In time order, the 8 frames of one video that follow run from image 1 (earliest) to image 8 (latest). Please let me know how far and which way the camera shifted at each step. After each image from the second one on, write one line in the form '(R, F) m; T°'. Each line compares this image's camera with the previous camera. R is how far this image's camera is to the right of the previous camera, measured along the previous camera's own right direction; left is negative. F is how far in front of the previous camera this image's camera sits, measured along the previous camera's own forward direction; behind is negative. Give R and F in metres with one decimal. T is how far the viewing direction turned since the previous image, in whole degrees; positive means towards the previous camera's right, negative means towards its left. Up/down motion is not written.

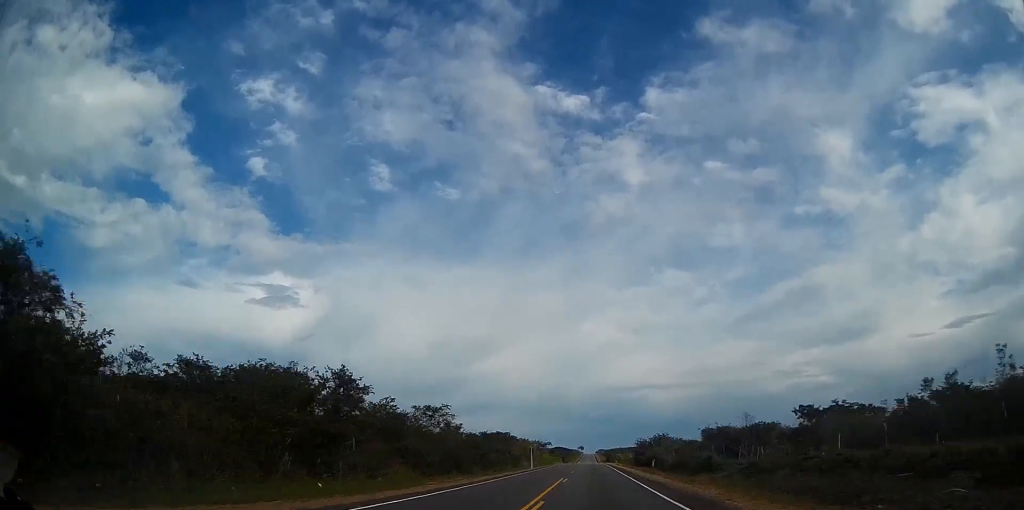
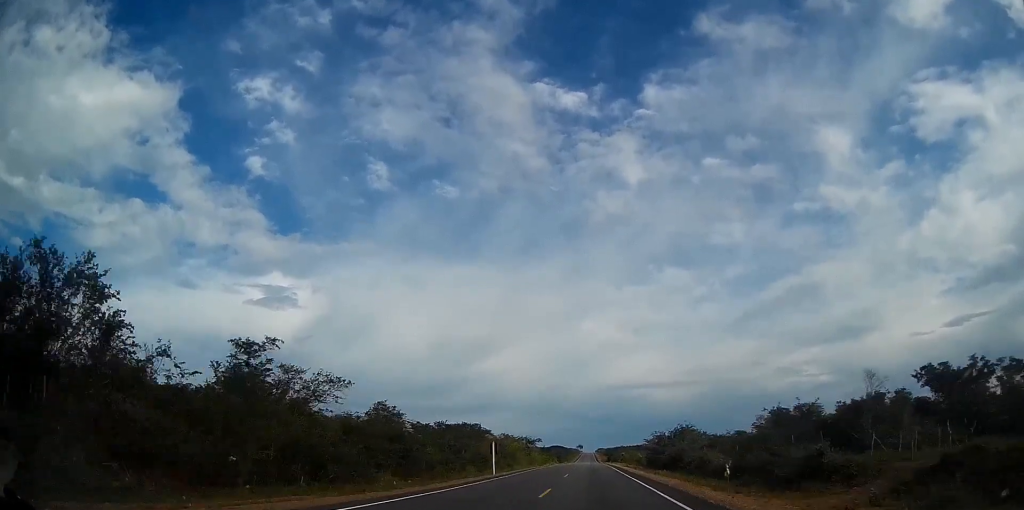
(-0.1, +26.7) m; 0°
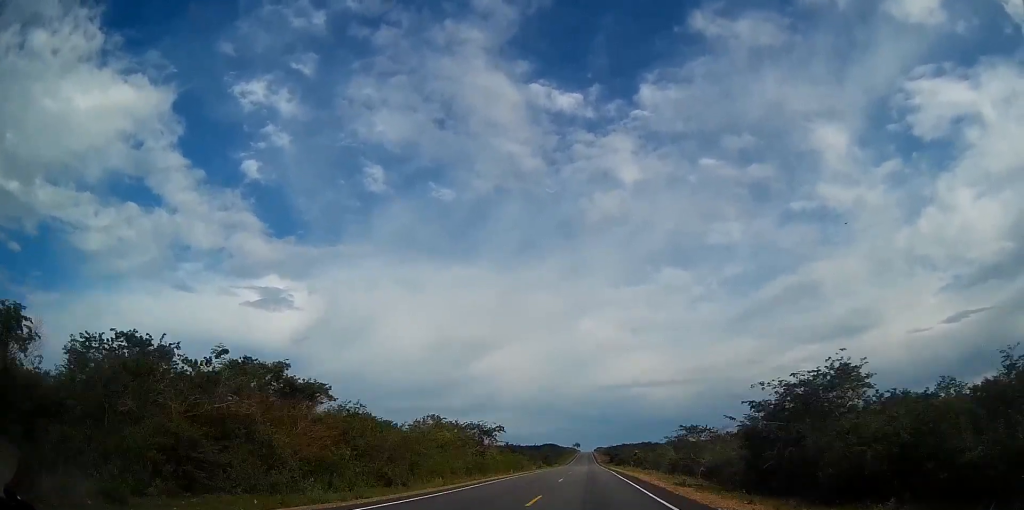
(+0.1, +48.5) m; 0°
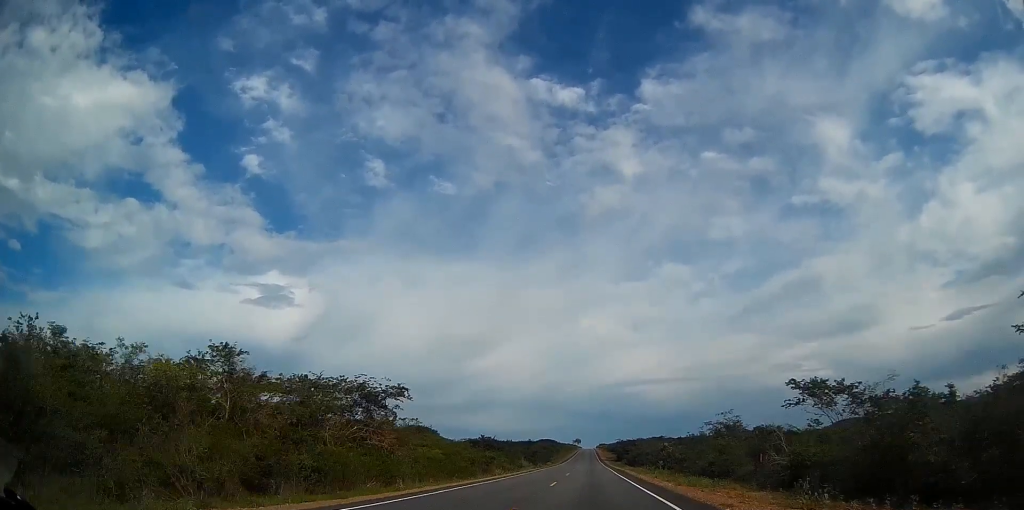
(+0.1, +38.7) m; 0°
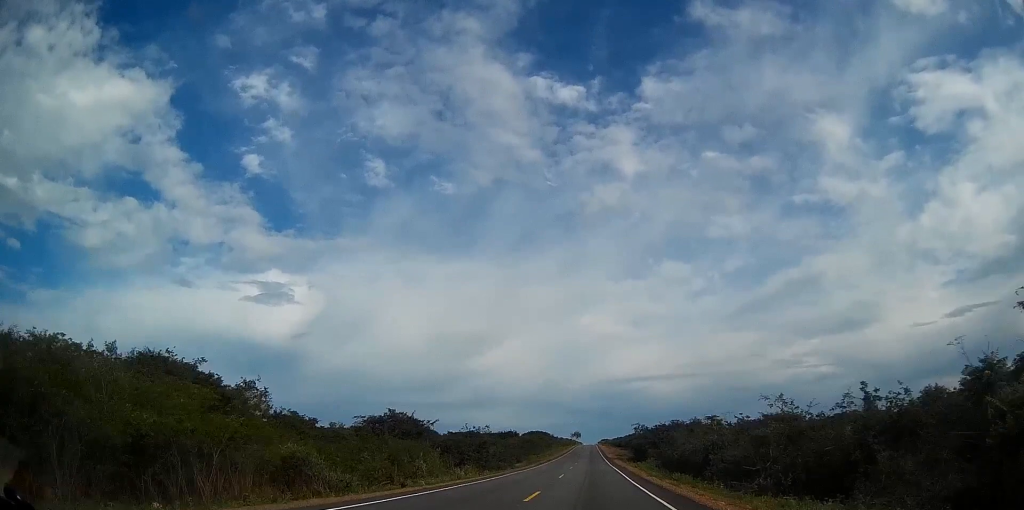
(-0.2, +55.7) m; 0°
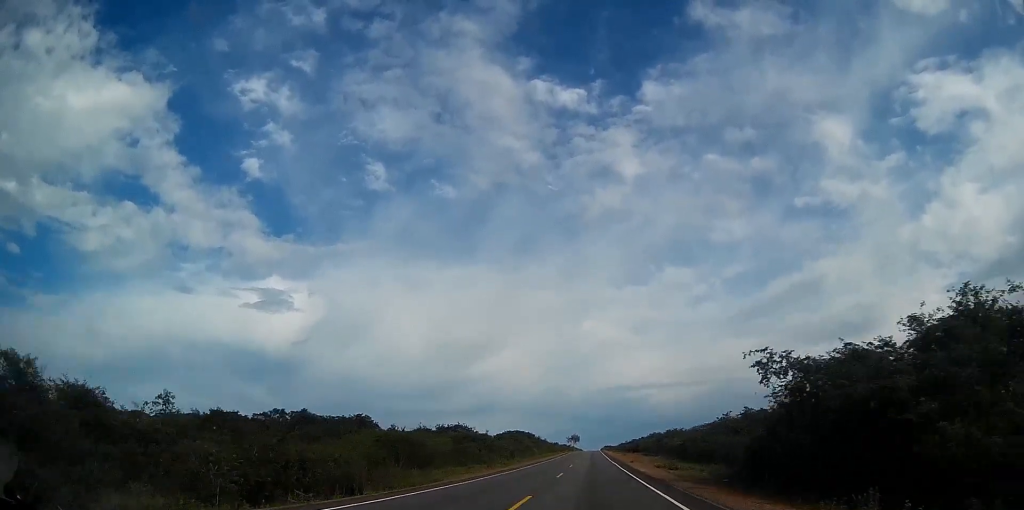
(+0.1, +65.8) m; 0°
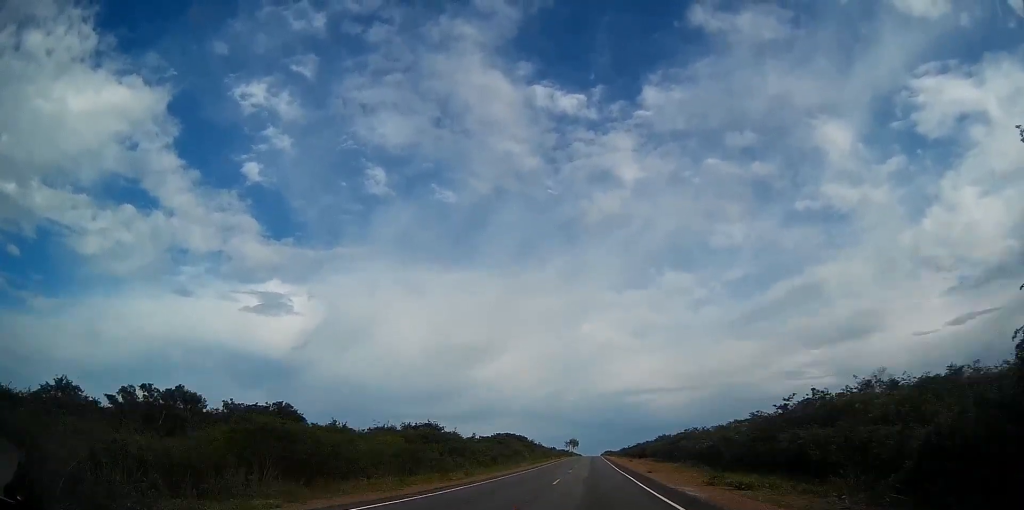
(0.0, +18.6) m; 0°
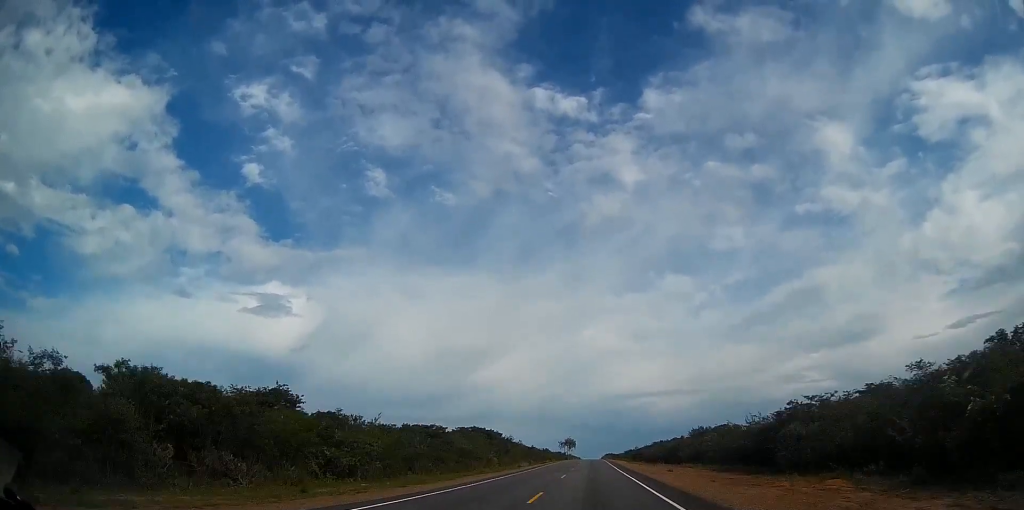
(-0.1, +40.6) m; 0°
